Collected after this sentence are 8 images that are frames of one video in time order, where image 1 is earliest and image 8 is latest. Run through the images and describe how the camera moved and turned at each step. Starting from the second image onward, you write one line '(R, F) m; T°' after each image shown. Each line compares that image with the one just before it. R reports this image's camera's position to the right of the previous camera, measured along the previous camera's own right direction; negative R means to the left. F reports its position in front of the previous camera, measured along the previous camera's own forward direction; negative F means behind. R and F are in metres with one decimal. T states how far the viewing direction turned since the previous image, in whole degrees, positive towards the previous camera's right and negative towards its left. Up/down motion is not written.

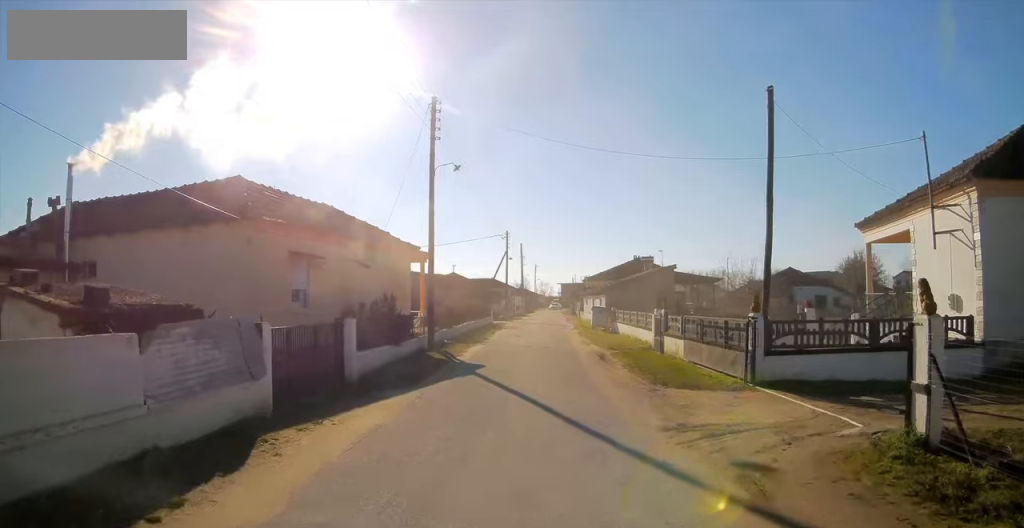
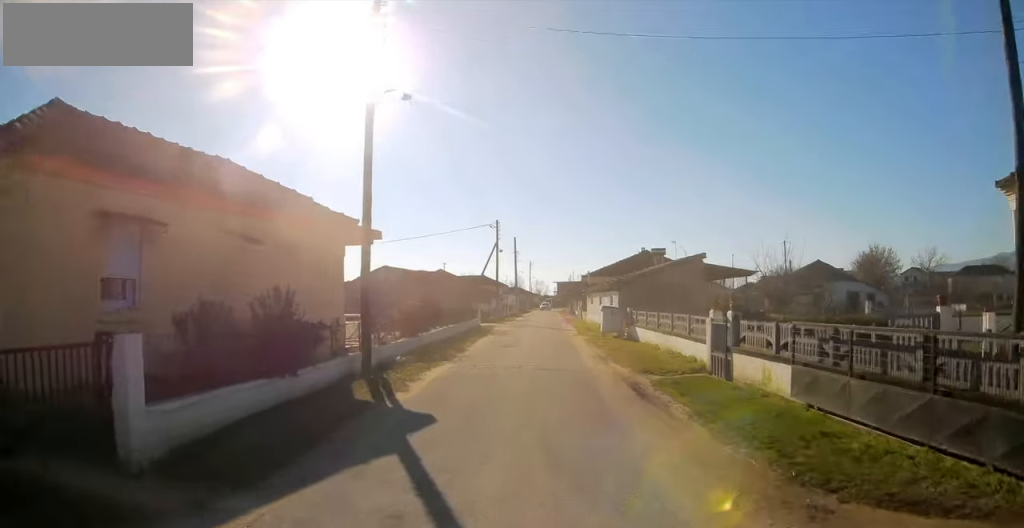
(0.0, +7.3) m; -1°
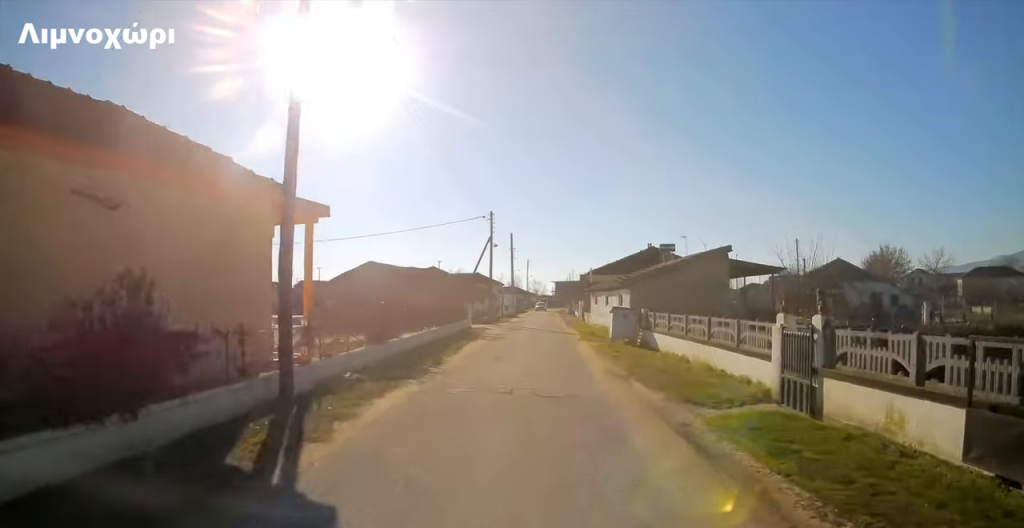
(-0.1, +4.2) m; -1°
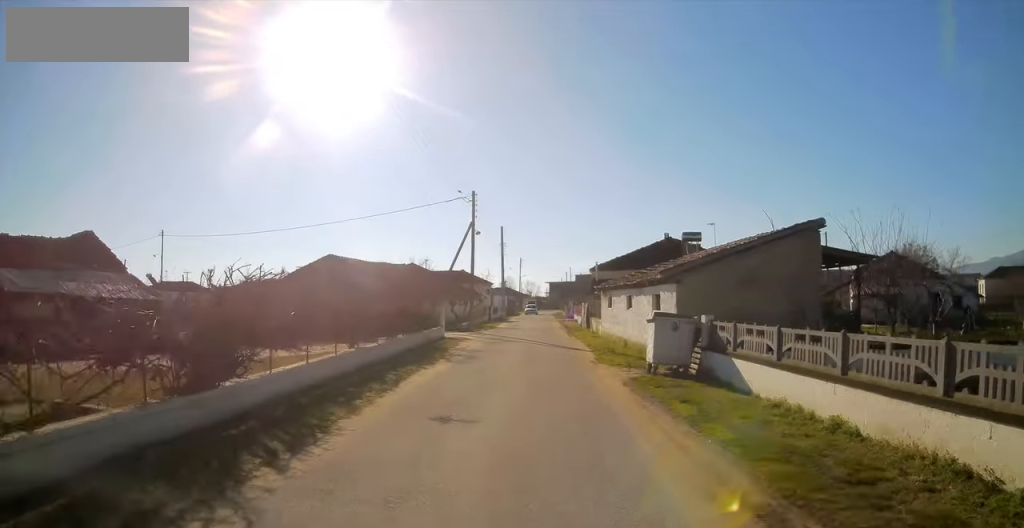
(-0.1, +8.9) m; 0°
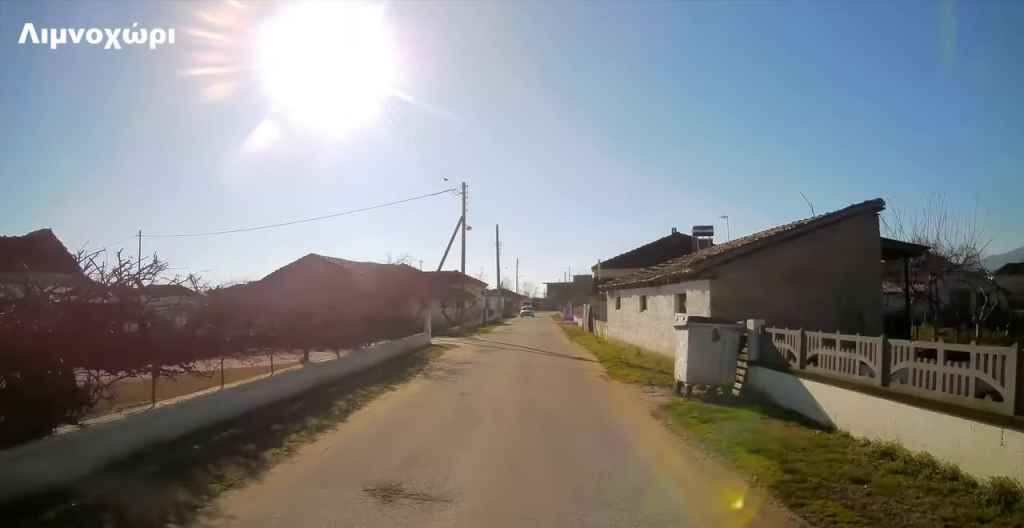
(0.0, +3.2) m; +1°
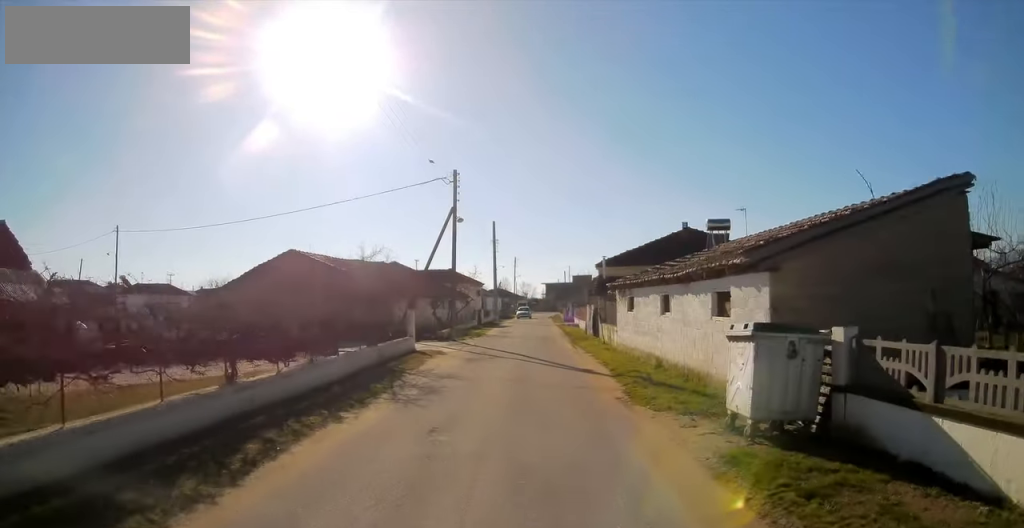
(0.0, +3.2) m; +1°
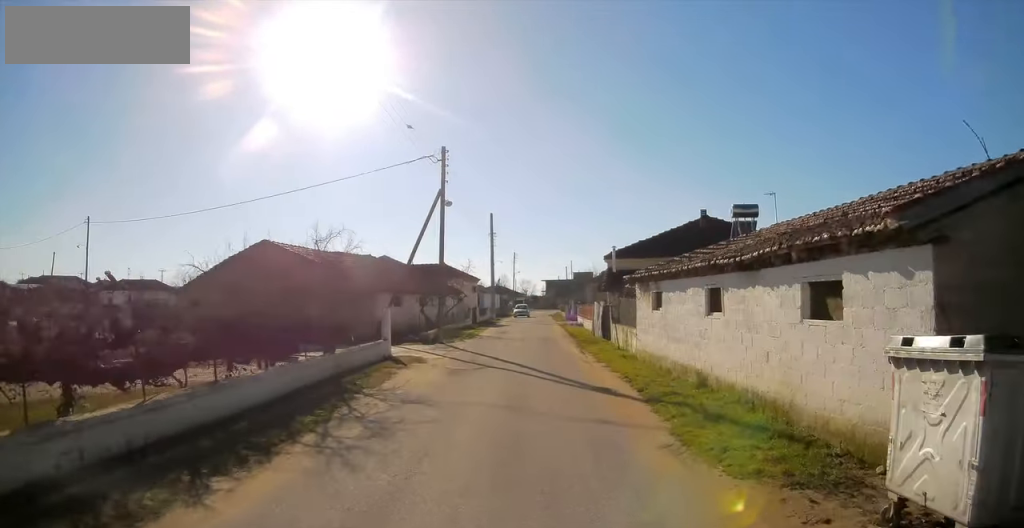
(0.0, +4.0) m; +1°
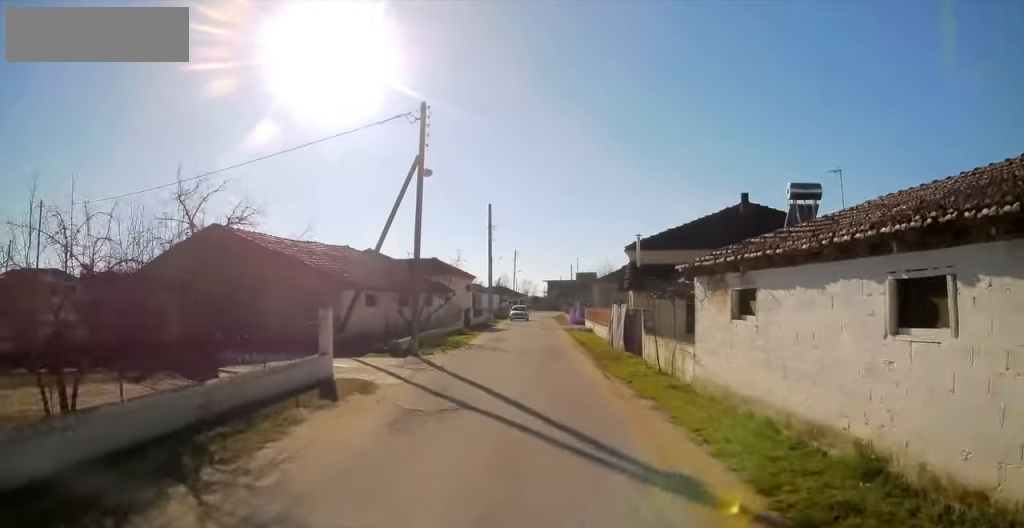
(+0.2, +5.9) m; 0°
